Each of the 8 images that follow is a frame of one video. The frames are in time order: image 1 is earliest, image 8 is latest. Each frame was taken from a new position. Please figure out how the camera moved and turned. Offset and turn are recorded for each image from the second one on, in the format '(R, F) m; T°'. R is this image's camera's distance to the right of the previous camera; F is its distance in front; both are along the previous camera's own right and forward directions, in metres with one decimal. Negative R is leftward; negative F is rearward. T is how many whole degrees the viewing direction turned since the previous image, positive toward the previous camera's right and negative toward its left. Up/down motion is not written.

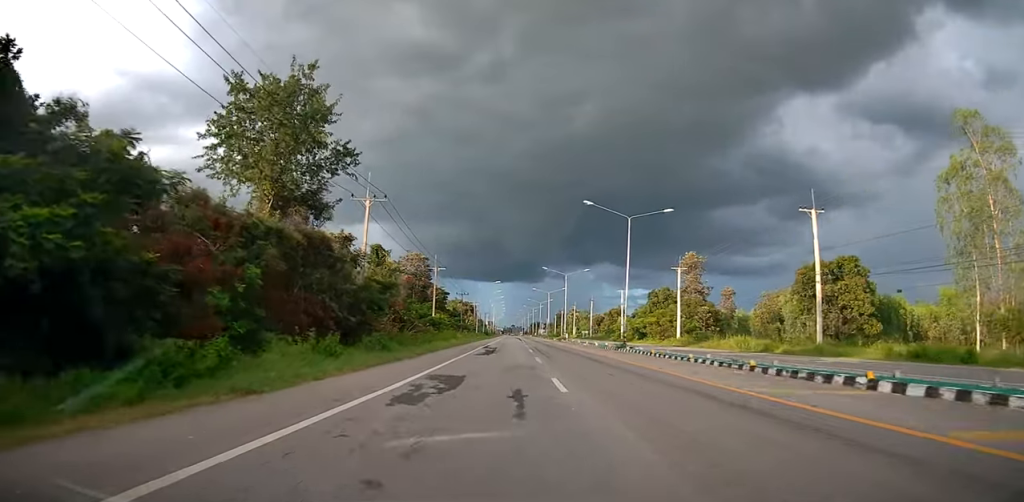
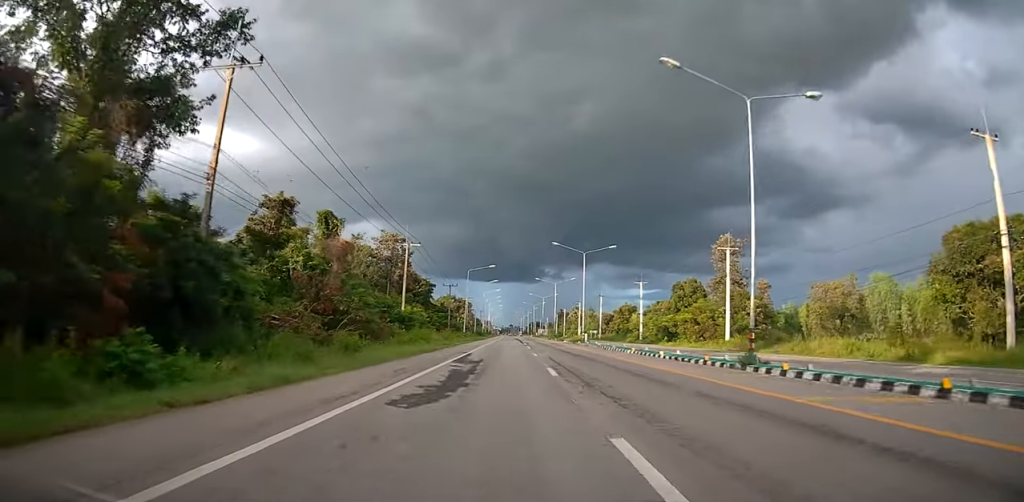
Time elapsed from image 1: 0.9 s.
(+0.4, +20.5) m; 0°
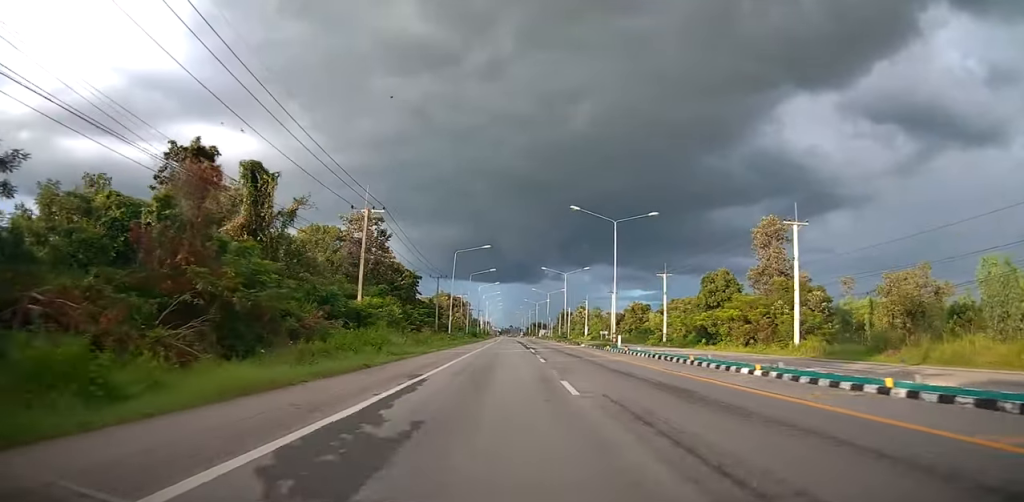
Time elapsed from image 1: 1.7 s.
(-0.5, +16.5) m; -2°
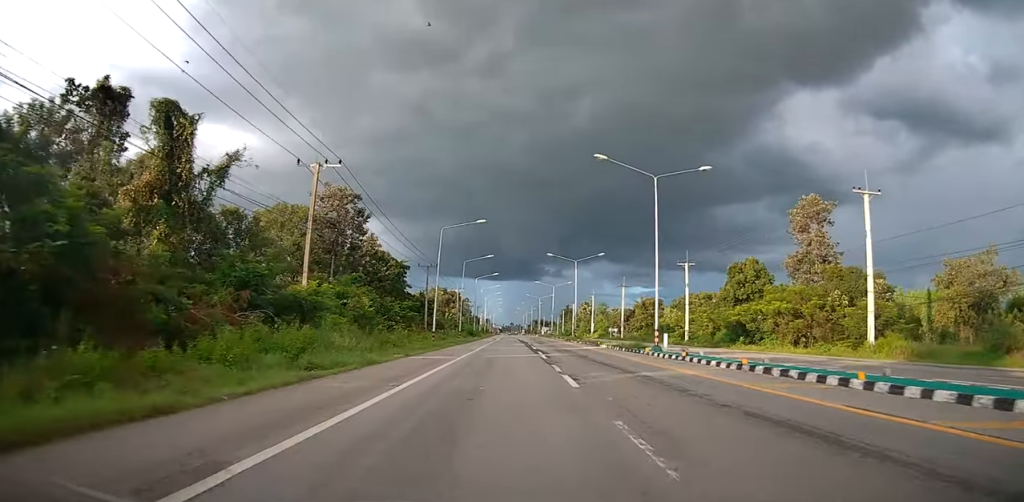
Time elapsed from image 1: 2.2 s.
(0.0, +11.1) m; +1°
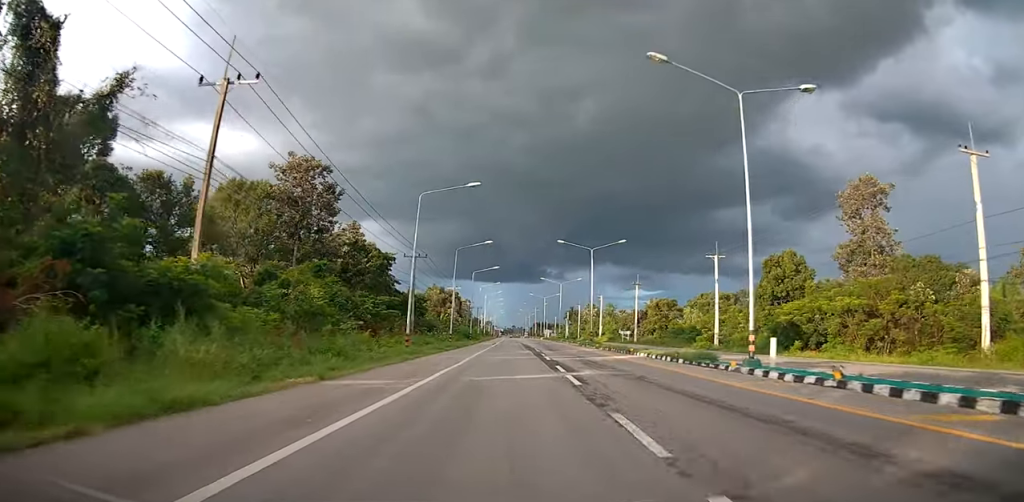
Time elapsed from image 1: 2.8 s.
(-0.2, +11.1) m; +1°
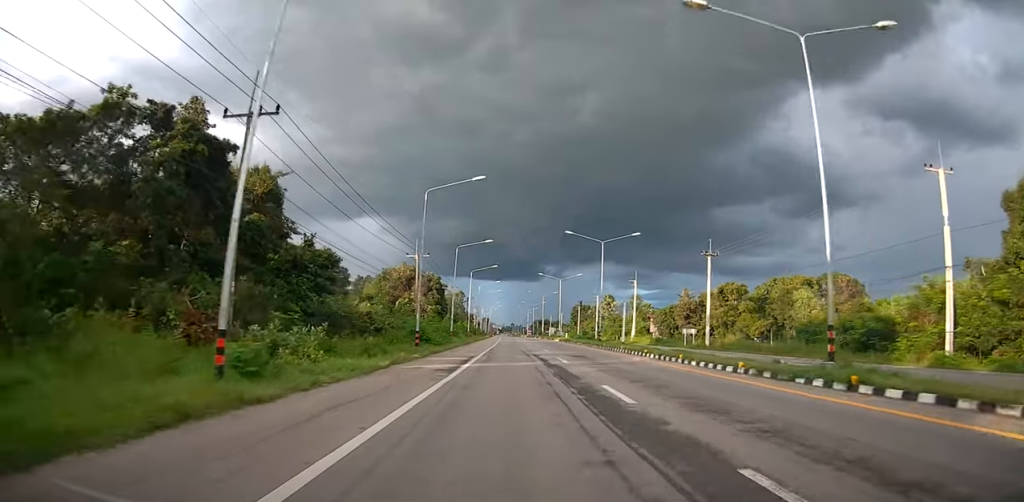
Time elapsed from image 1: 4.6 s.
(0.0, +39.9) m; -2°
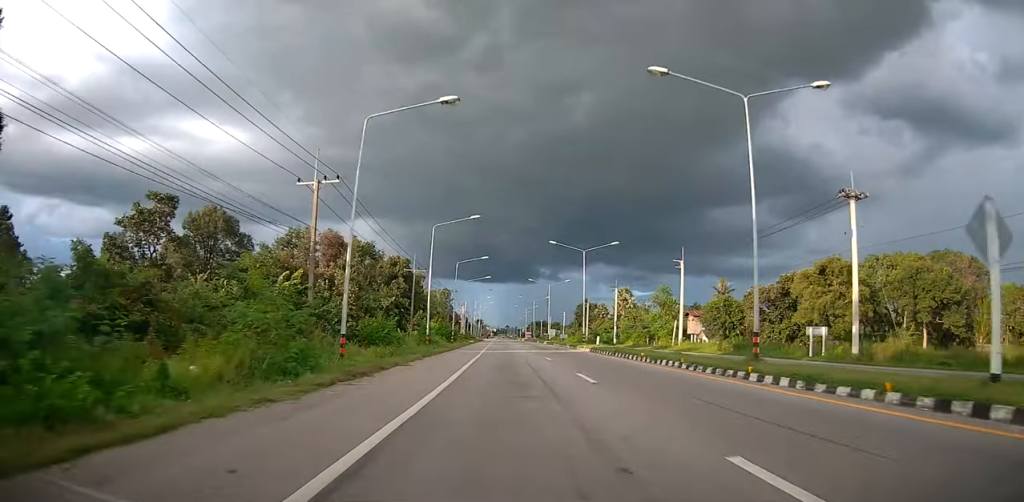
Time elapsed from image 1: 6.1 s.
(0.0, +31.8) m; +1°
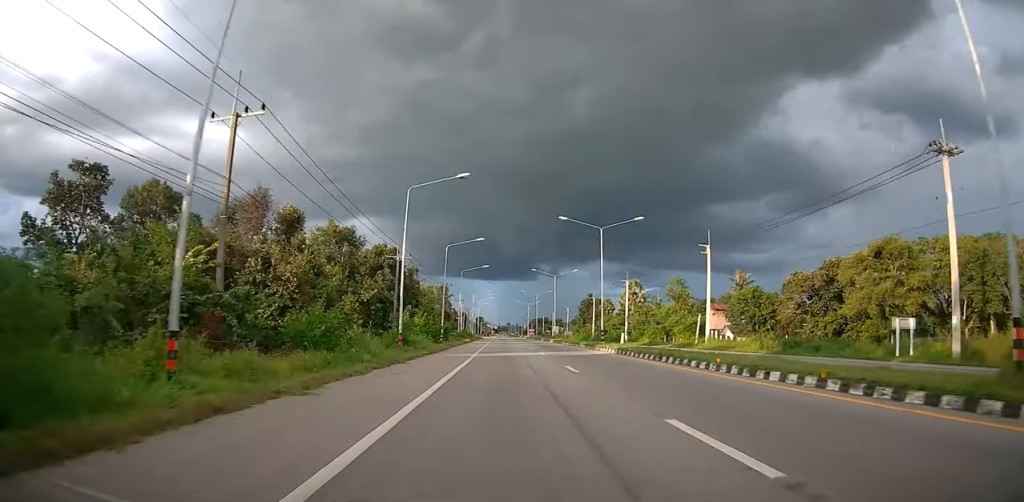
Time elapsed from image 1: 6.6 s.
(-0.2, +9.9) m; +1°
